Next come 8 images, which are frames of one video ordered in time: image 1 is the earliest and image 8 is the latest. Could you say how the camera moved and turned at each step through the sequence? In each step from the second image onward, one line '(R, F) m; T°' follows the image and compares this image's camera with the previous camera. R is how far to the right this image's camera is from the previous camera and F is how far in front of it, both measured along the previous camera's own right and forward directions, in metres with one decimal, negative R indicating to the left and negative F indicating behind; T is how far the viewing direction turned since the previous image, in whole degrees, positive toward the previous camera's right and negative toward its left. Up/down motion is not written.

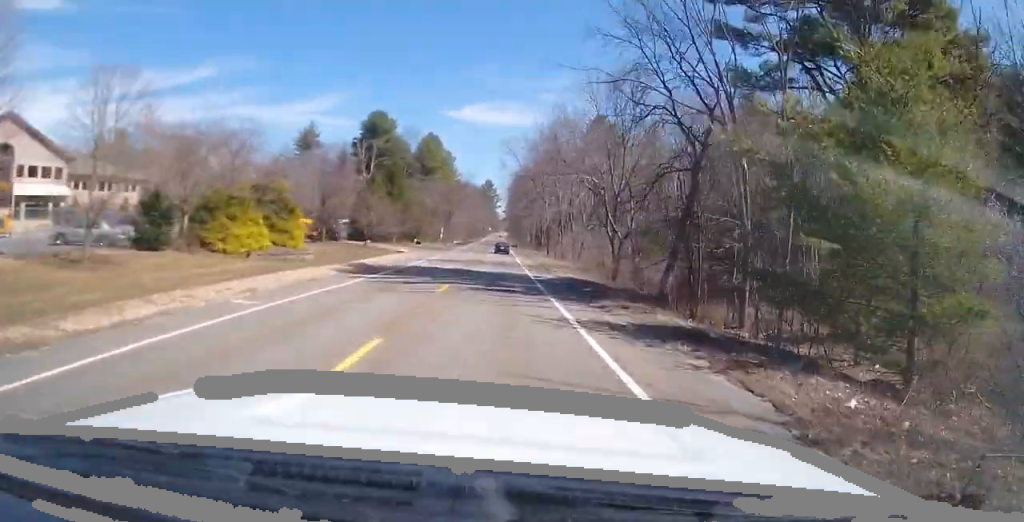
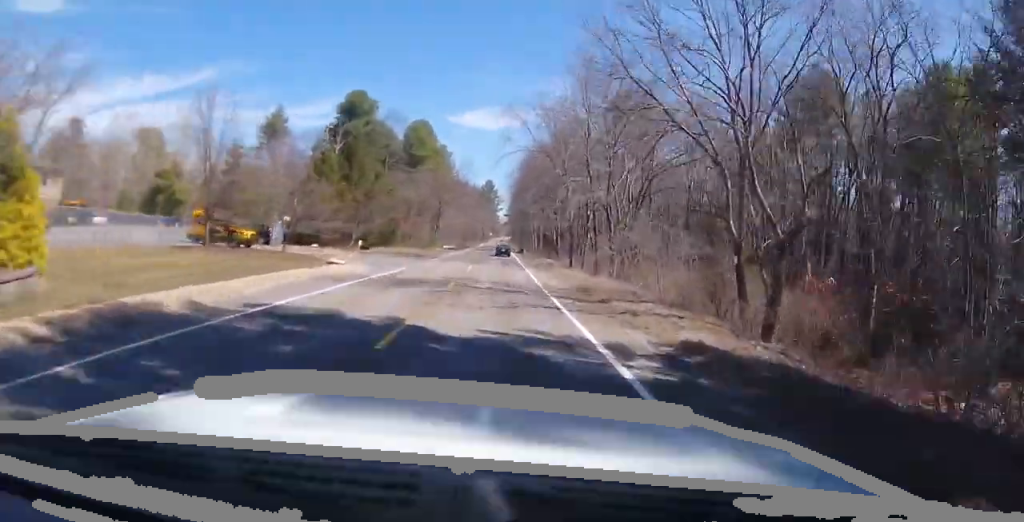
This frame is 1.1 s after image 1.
(+0.1, +21.7) m; 0°
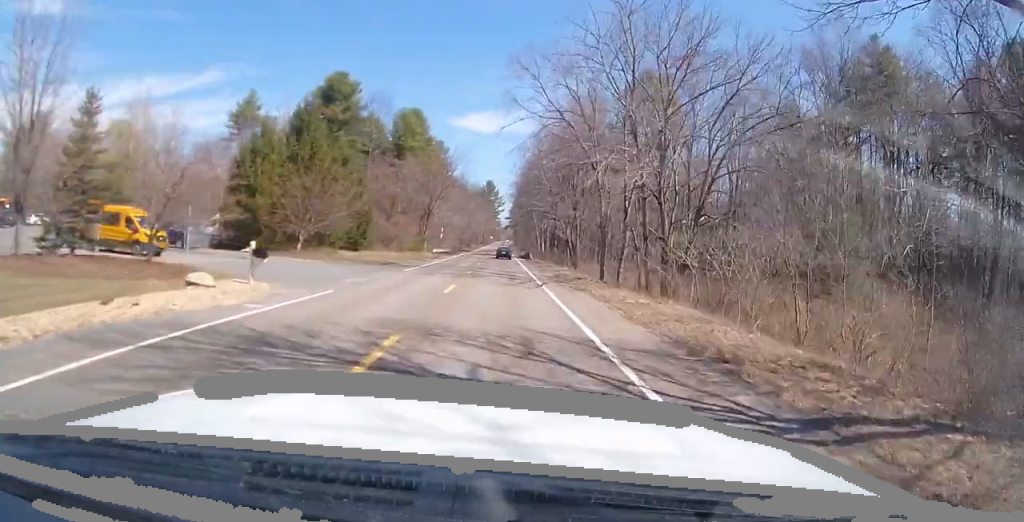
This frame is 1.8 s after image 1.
(0.0, +14.2) m; 0°
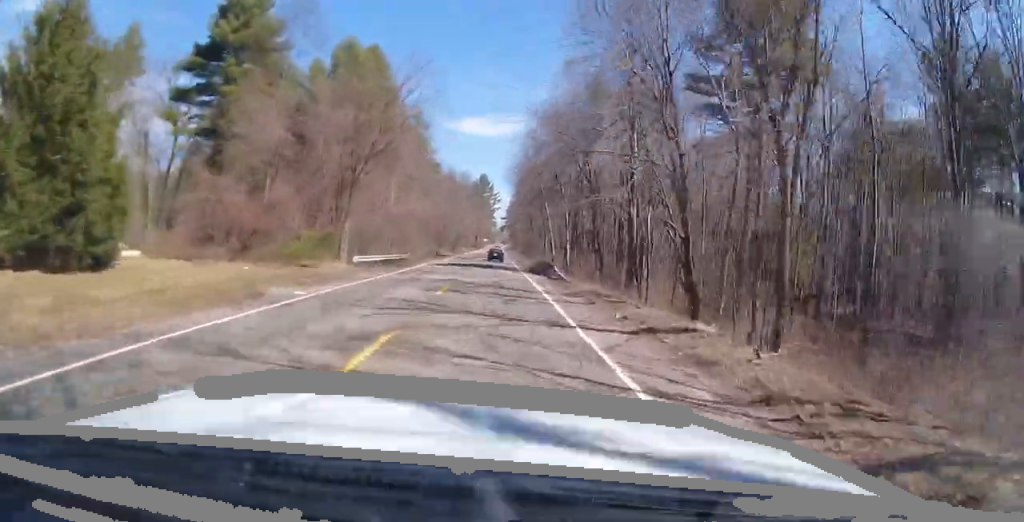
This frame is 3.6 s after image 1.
(-0.2, +36.6) m; -1°
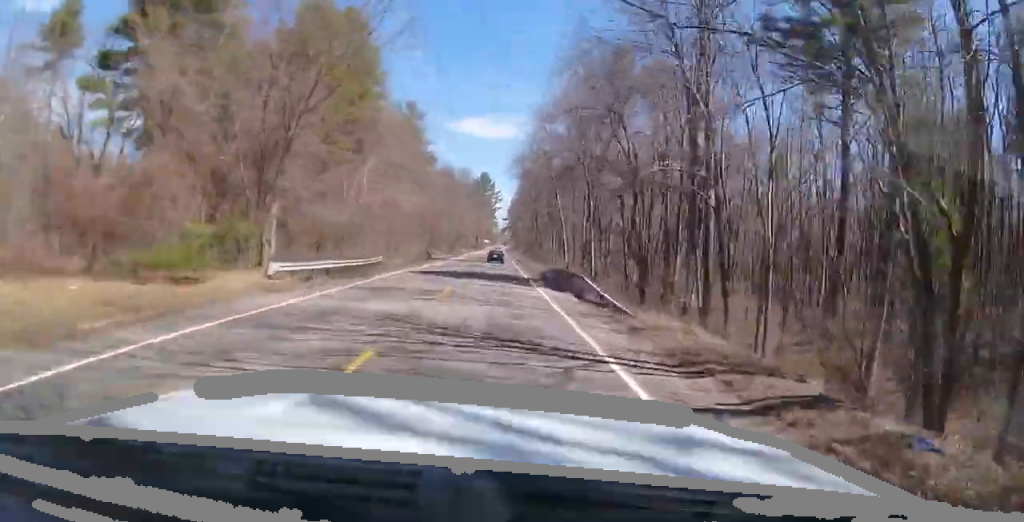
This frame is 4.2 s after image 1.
(0.0, +12.9) m; 0°
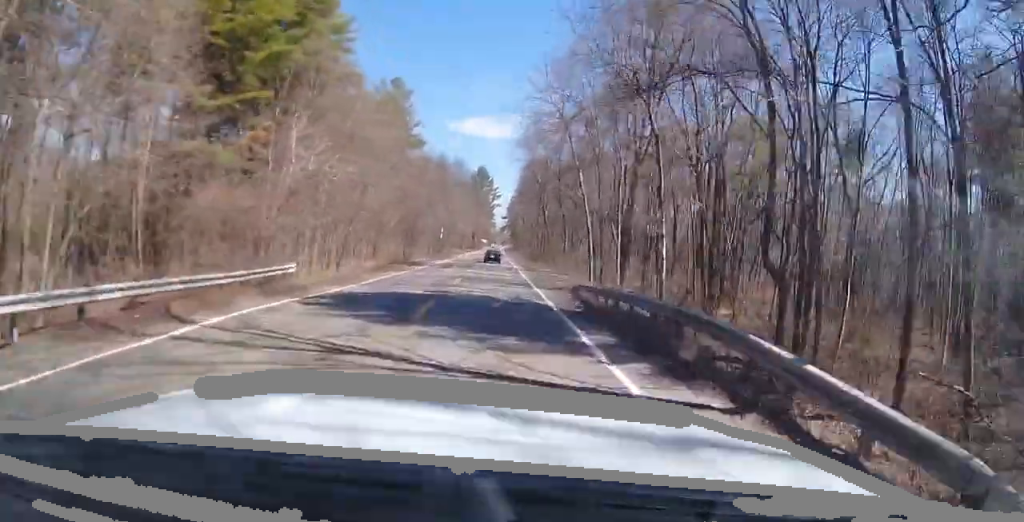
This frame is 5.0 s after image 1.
(0.0, +17.1) m; 0°
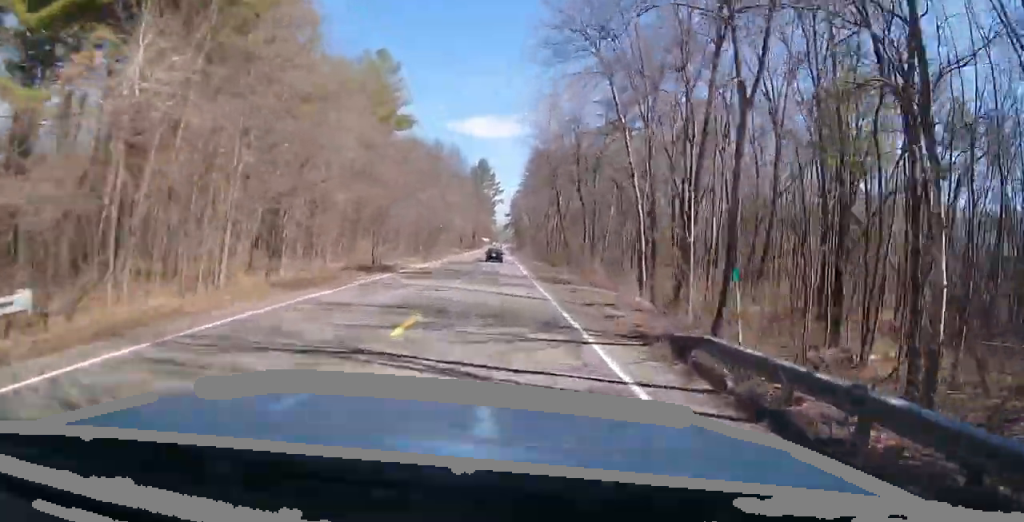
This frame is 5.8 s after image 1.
(0.0, +15.0) m; 0°
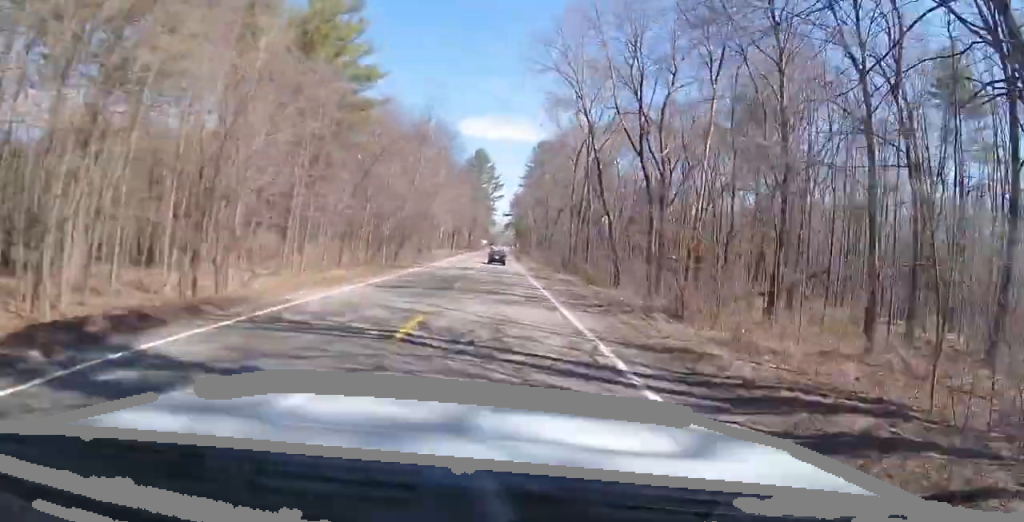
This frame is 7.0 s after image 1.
(-0.2, +25.2) m; 0°
